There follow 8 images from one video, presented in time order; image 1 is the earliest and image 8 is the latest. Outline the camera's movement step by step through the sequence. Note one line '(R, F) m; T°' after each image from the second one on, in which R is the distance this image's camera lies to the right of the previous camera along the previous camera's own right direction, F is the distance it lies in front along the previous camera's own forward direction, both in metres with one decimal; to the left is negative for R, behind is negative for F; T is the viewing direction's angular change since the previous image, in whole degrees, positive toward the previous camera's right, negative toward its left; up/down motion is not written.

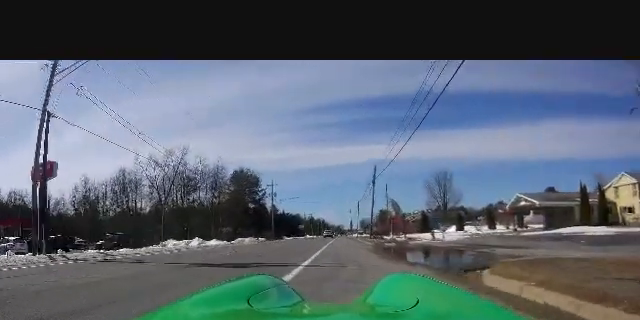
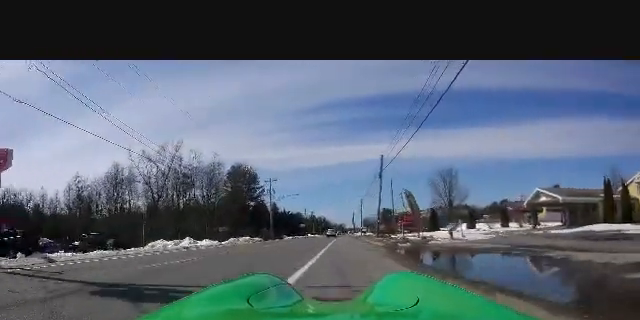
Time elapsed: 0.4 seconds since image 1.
(0.0, +3.5) m; 0°
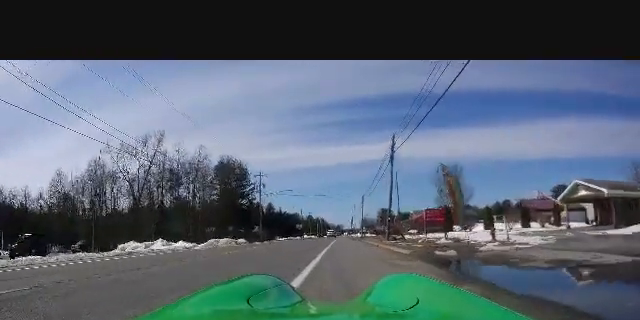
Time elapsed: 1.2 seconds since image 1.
(0.0, +6.2) m; 0°
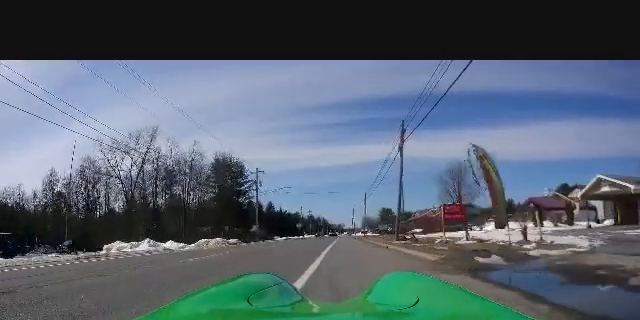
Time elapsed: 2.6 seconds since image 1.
(0.0, +12.0) m; 0°
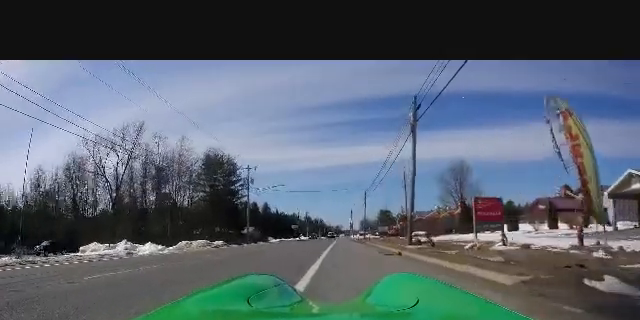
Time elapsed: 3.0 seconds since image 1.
(0.0, +3.9) m; 0°
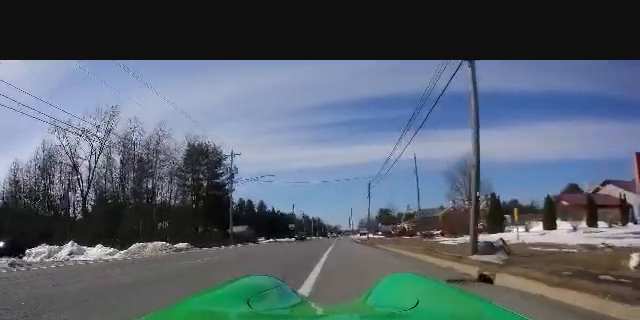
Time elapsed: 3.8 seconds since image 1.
(0.0, +7.4) m; -1°
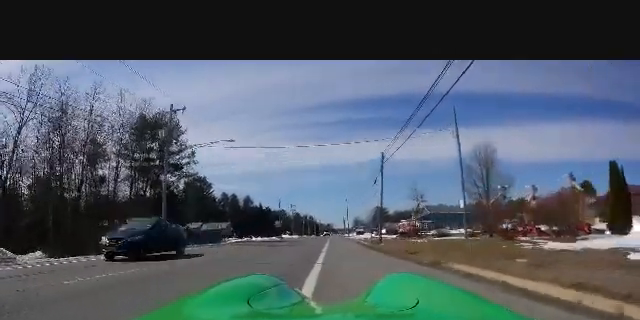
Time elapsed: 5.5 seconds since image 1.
(-0.3, +15.8) m; -2°
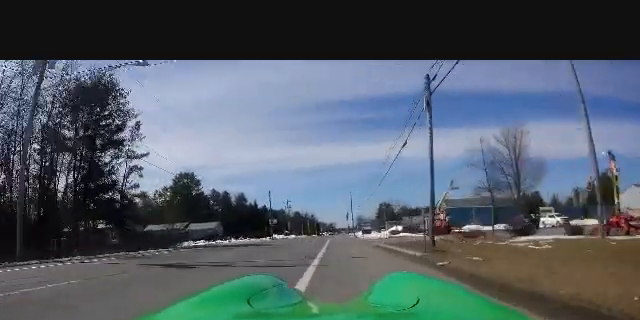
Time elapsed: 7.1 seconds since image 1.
(0.0, +15.0) m; +2°
